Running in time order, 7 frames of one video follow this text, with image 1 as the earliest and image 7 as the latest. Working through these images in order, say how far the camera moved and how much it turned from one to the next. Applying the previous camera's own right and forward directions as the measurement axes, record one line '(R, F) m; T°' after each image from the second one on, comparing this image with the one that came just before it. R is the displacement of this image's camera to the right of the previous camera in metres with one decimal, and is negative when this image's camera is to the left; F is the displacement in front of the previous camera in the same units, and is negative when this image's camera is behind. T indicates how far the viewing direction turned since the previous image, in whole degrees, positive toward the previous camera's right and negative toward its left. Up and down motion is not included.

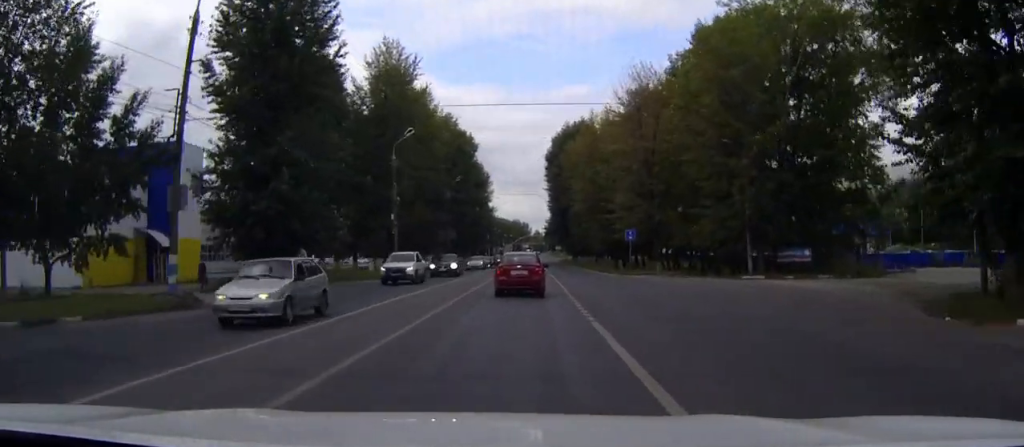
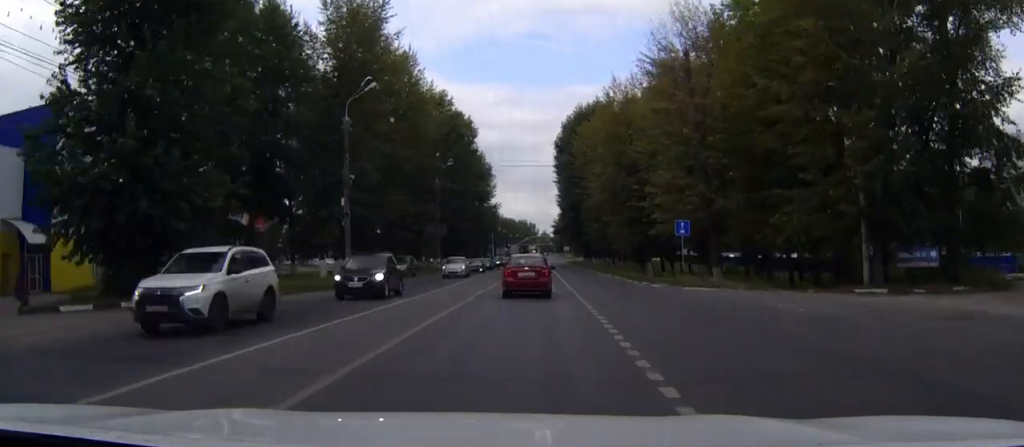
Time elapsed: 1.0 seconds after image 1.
(-0.1, +16.4) m; -1°
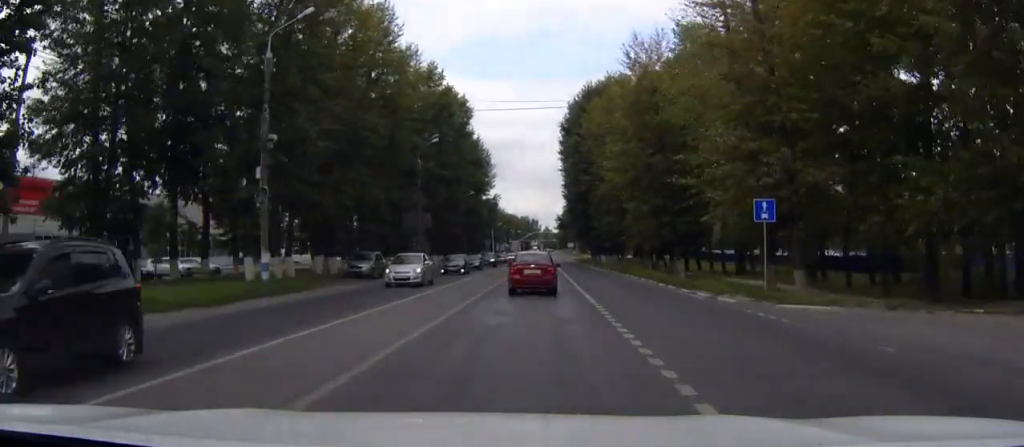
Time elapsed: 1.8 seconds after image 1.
(-0.1, +12.8) m; 0°
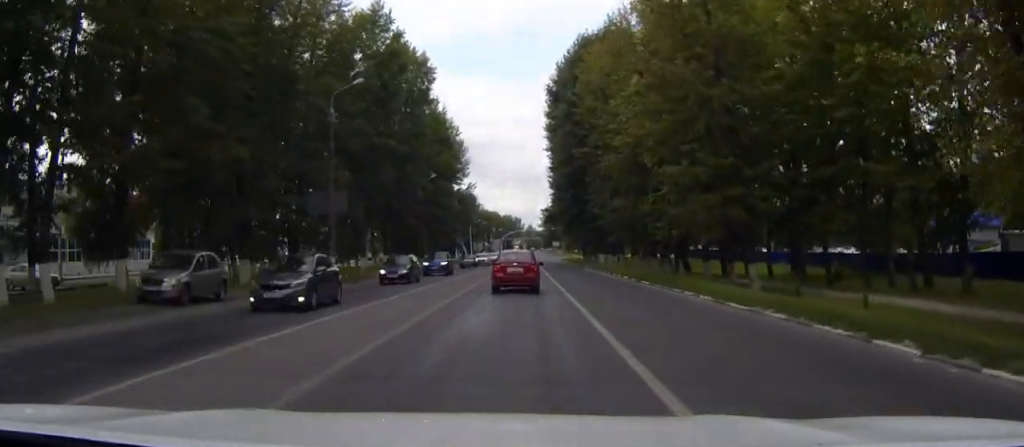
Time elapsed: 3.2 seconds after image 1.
(+0.1, +21.8) m; 0°
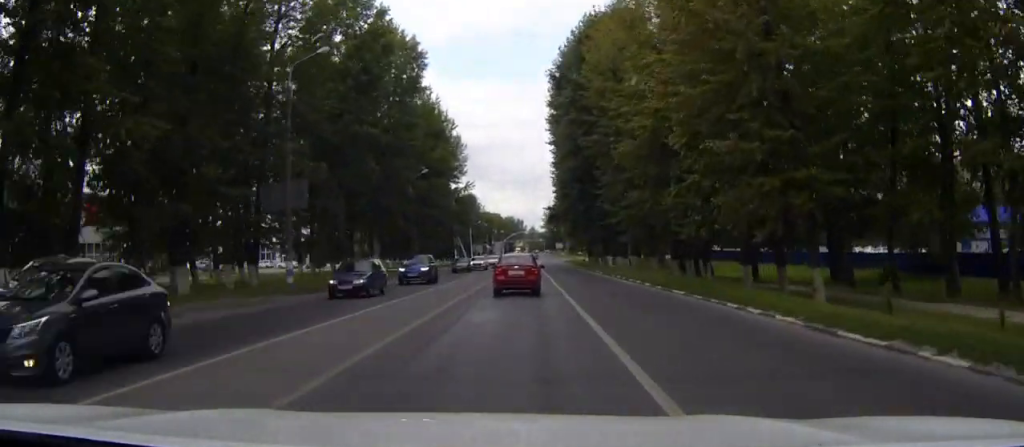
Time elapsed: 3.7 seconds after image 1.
(0.0, +7.4) m; 0°
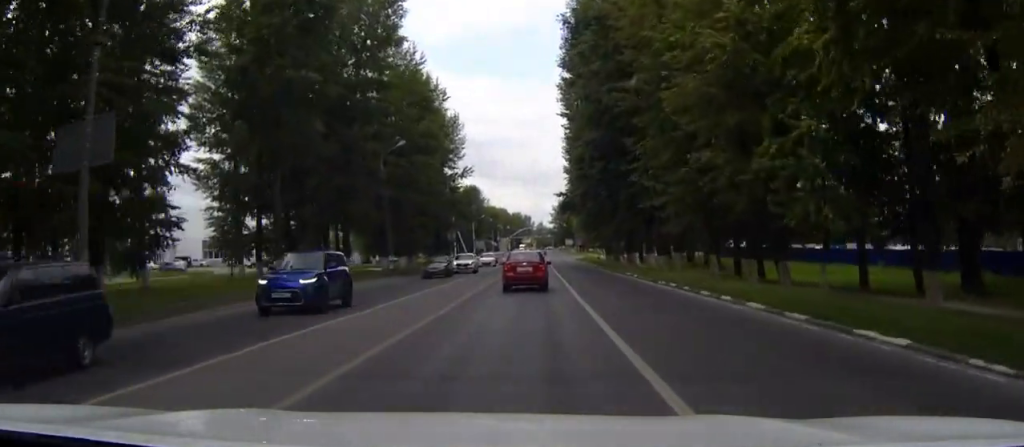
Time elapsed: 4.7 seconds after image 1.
(0.0, +16.1) m; 0°
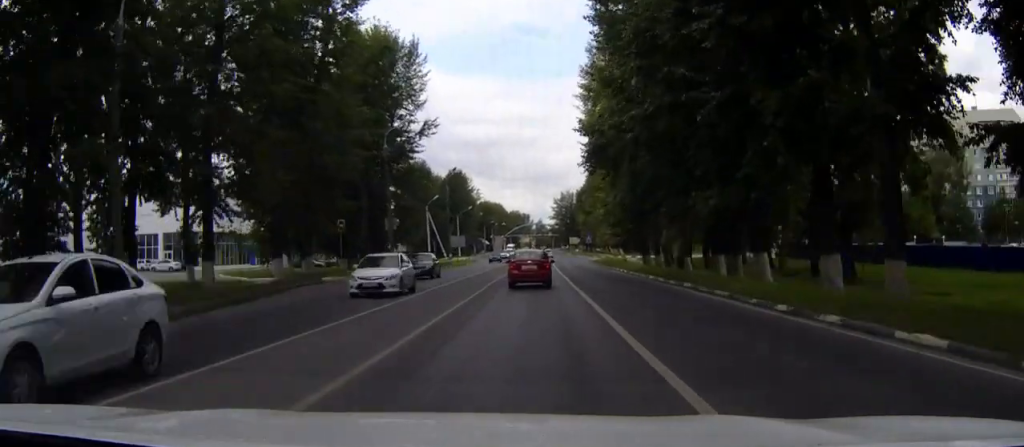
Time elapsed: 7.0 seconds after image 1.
(+0.1, +35.6) m; 0°
